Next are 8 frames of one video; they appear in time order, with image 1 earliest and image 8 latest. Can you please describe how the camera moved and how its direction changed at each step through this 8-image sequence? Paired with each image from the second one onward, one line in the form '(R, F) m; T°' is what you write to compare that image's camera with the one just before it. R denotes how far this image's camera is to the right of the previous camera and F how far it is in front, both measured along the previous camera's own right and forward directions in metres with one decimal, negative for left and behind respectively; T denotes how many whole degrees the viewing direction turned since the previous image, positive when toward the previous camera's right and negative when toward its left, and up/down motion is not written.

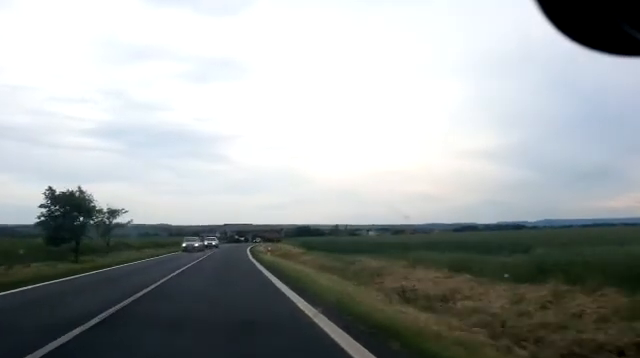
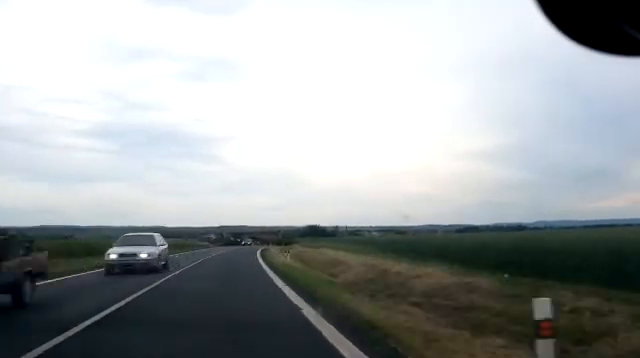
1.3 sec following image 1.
(+0.4, +31.7) m; +2°
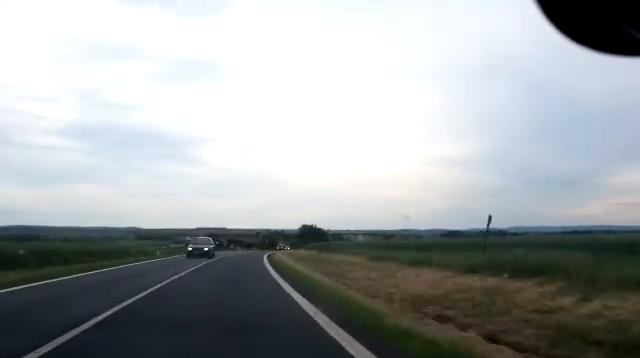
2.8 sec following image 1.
(+0.8, +34.8) m; +2°
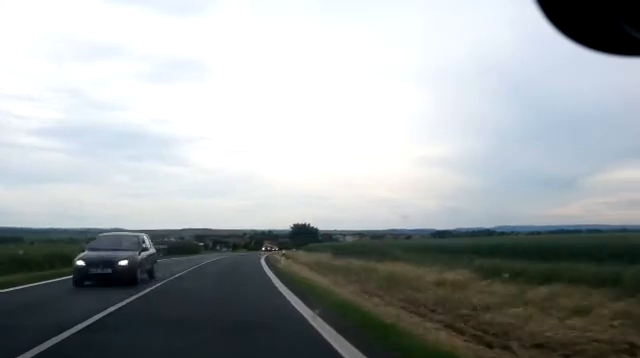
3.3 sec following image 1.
(+0.1, +12.7) m; +1°
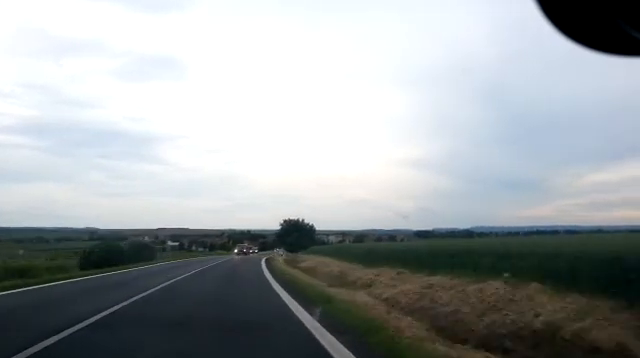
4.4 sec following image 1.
(+0.6, +26.0) m; +3°
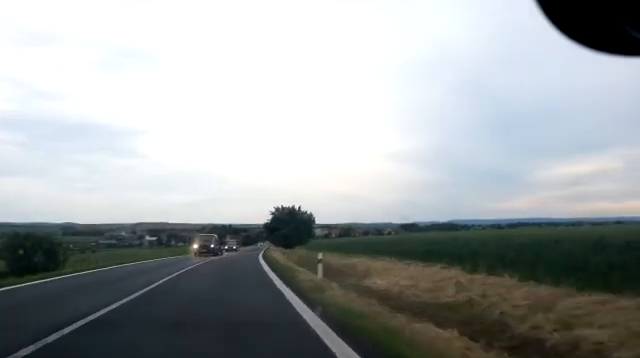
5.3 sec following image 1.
(+0.5, +21.3) m; +2°
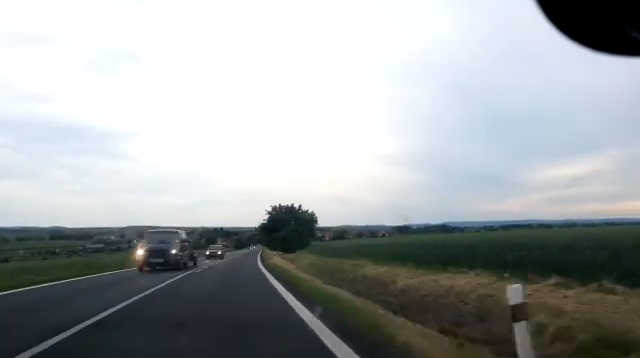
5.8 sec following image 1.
(+0.1, +11.0) m; +1°
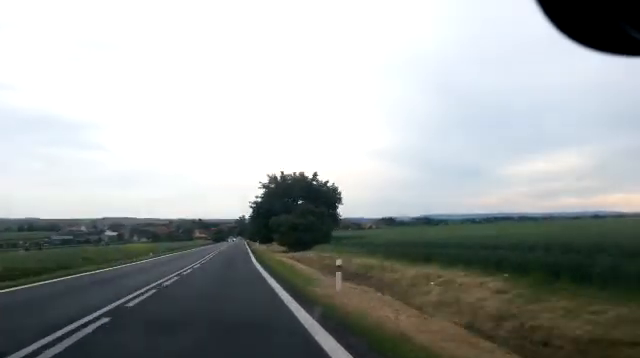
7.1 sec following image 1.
(+0.5, +30.4) m; +2°
